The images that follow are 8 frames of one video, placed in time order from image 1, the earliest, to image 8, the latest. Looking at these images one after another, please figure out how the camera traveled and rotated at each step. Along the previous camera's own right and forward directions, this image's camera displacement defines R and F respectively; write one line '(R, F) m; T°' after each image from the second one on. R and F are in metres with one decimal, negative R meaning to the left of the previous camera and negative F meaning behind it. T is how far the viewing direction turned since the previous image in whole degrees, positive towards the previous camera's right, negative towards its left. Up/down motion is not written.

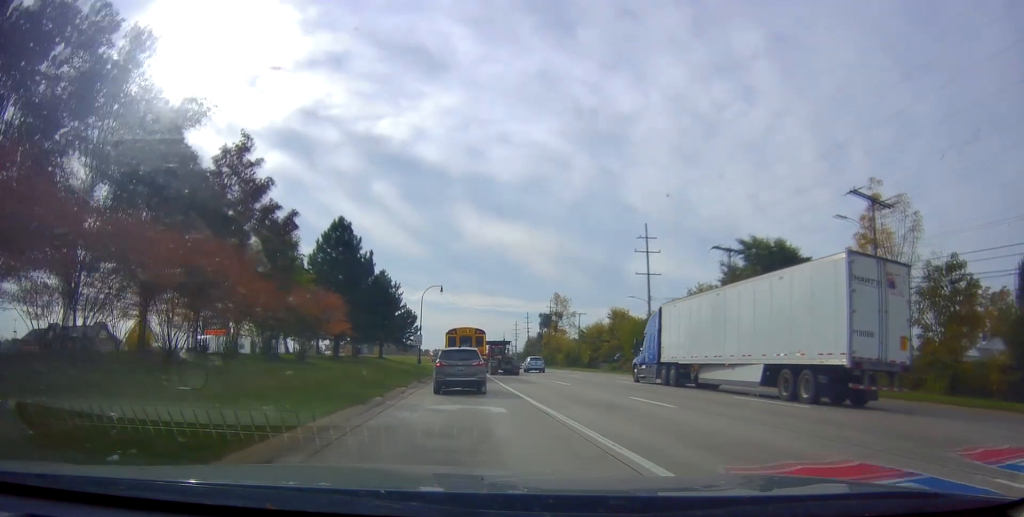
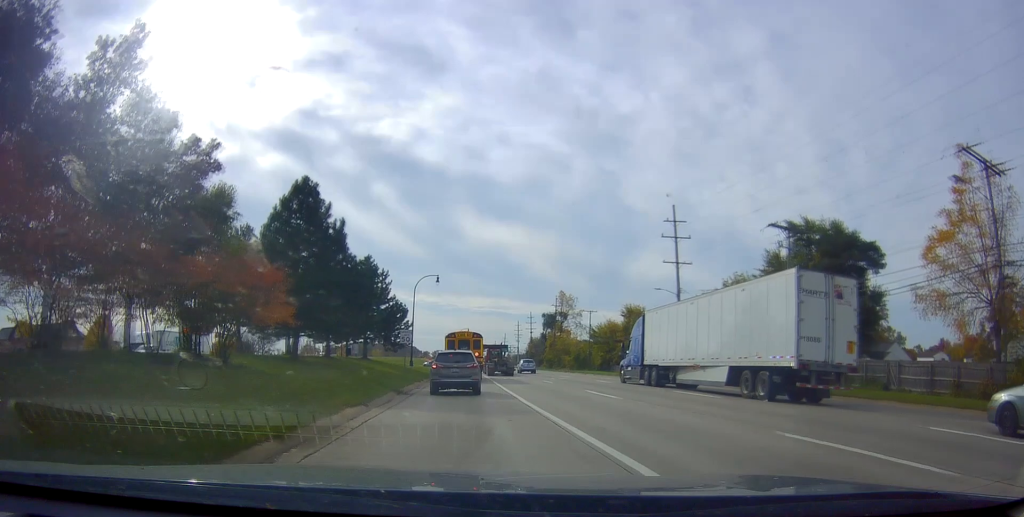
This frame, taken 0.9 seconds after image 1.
(0.0, +9.9) m; 0°
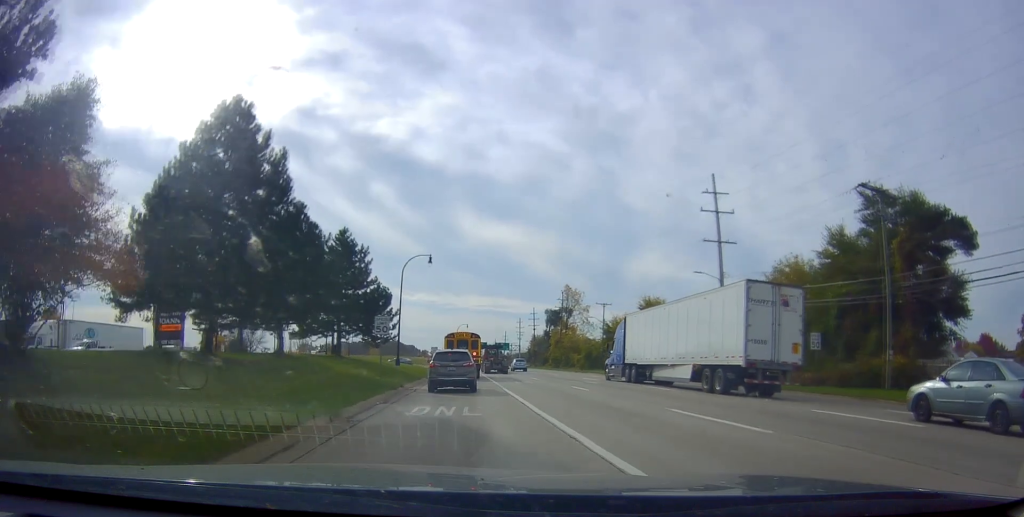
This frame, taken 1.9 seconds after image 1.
(+0.1, +10.6) m; 0°
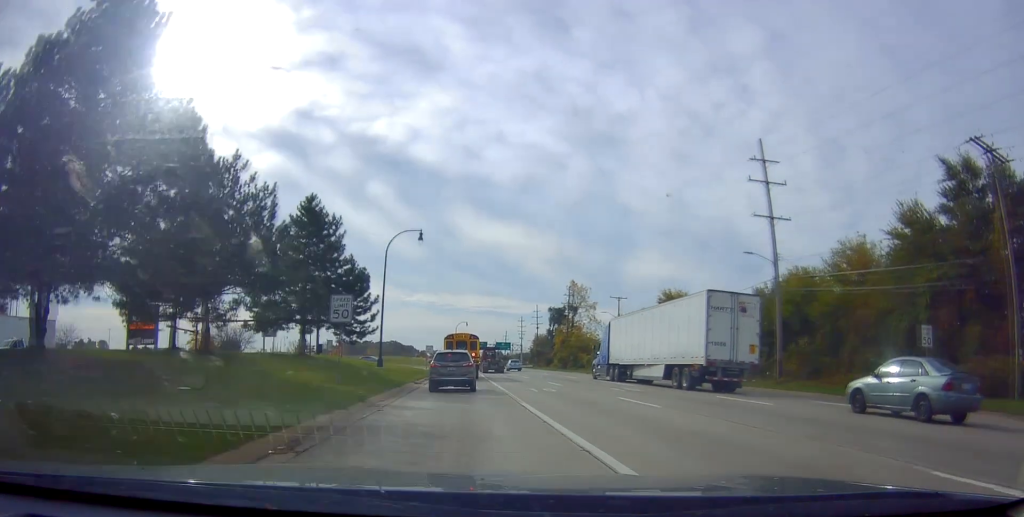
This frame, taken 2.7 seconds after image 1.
(-0.2, +9.3) m; +1°
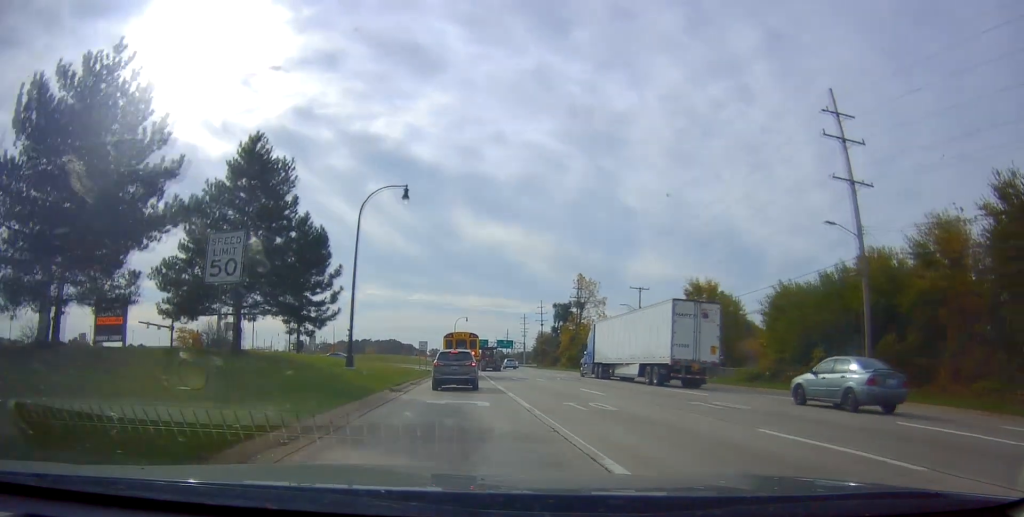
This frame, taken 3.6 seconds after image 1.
(+0.5, +10.0) m; +3°
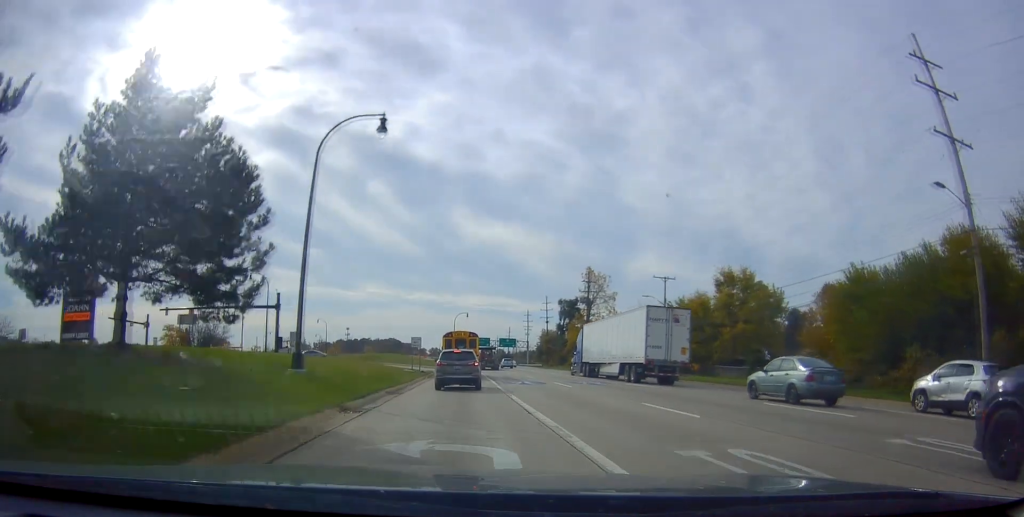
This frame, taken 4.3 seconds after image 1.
(+0.1, +9.2) m; -1°
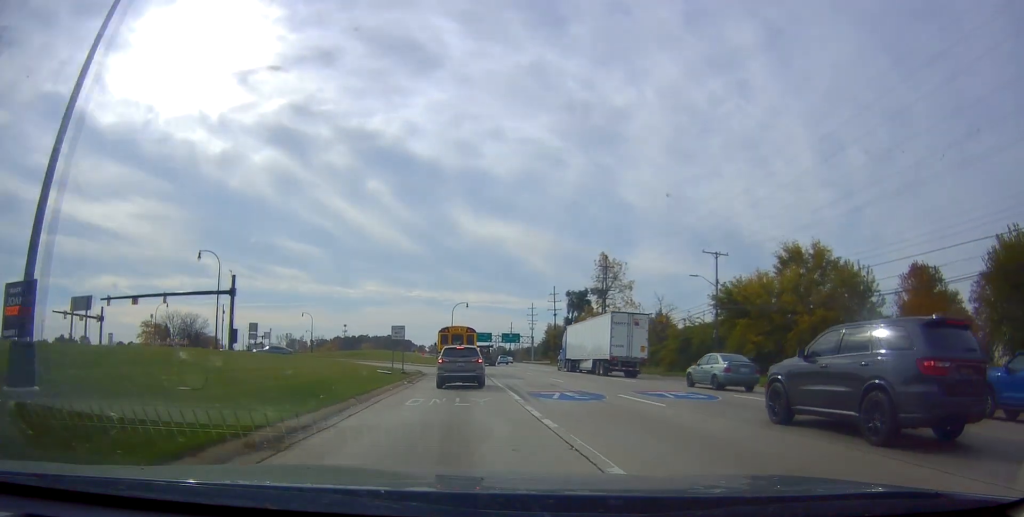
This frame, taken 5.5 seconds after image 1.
(-0.4, +14.0) m; 0°
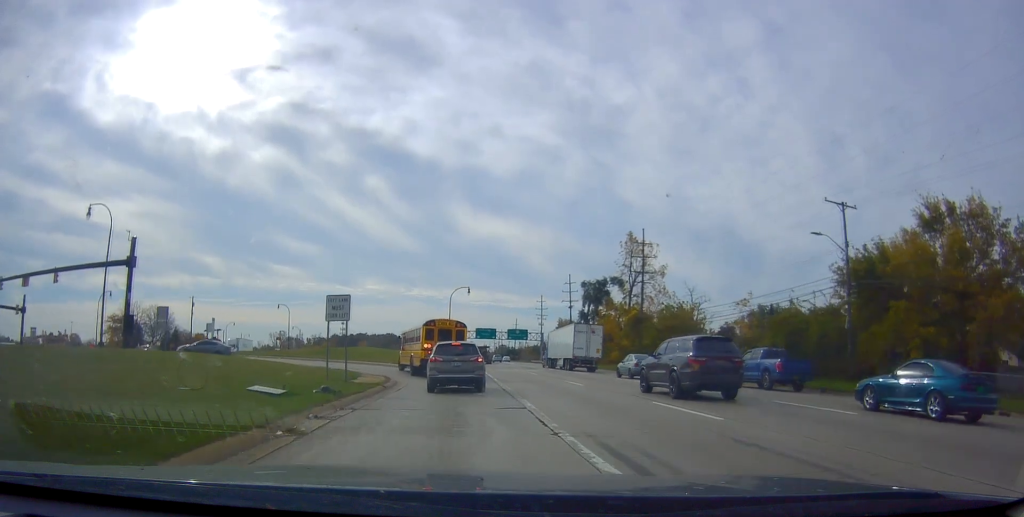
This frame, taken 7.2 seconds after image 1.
(+0.6, +19.1) m; -2°
